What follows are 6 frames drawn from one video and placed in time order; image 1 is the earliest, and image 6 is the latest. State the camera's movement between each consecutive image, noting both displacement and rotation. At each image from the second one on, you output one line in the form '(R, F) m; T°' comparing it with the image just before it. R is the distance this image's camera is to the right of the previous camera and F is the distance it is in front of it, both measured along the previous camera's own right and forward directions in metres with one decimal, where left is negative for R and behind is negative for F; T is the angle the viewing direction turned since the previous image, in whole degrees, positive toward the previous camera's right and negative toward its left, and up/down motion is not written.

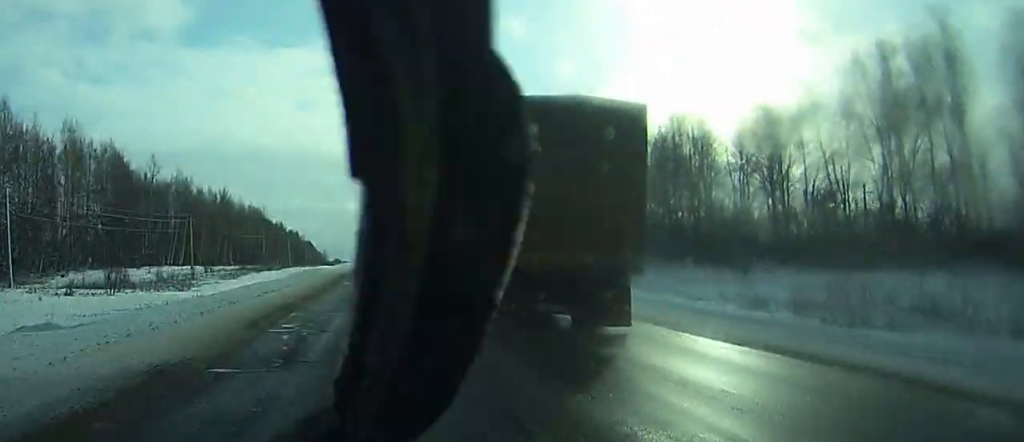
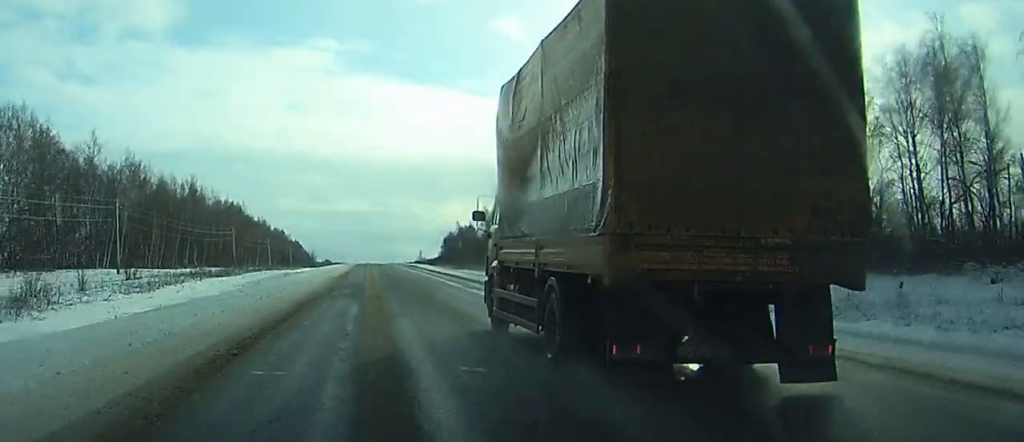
(0.0, +39.9) m; 0°
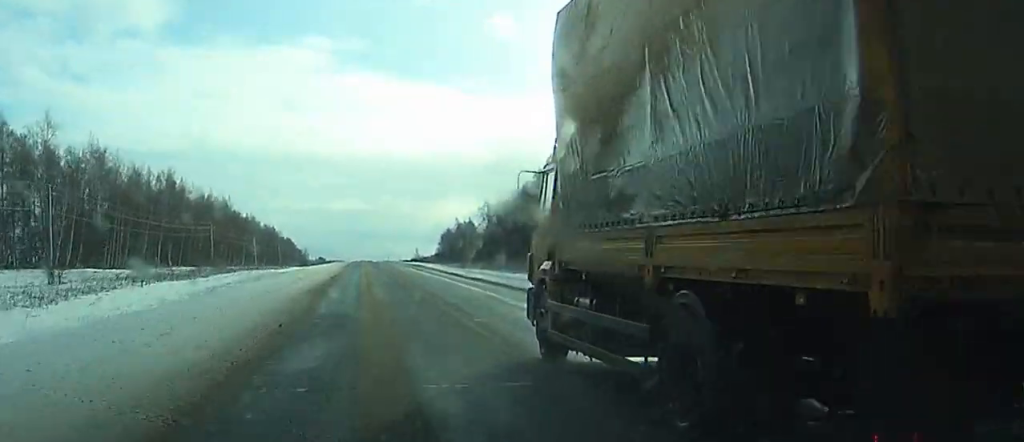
(+0.1, +21.8) m; 0°
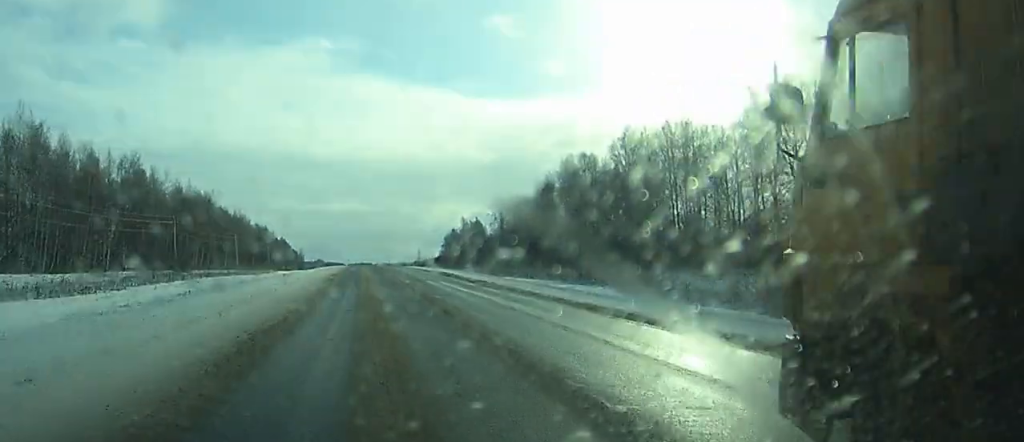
(+0.1, +33.7) m; +1°
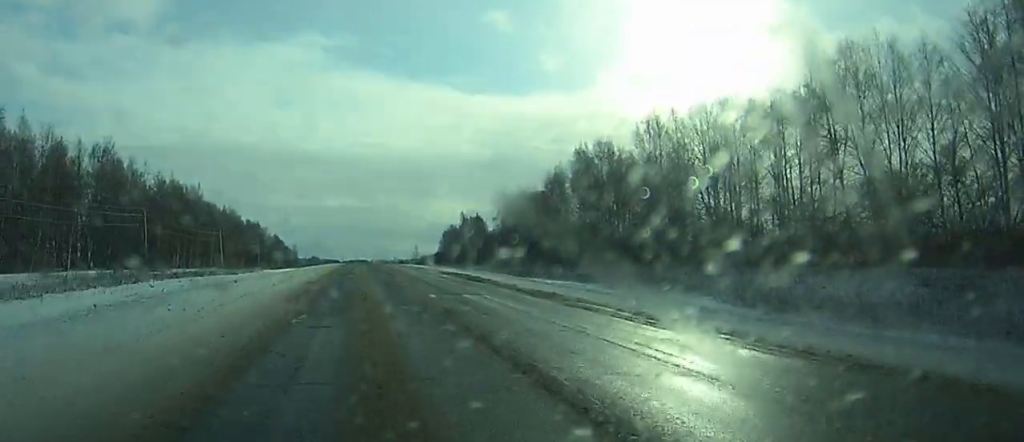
(0.0, +16.5) m; 0°
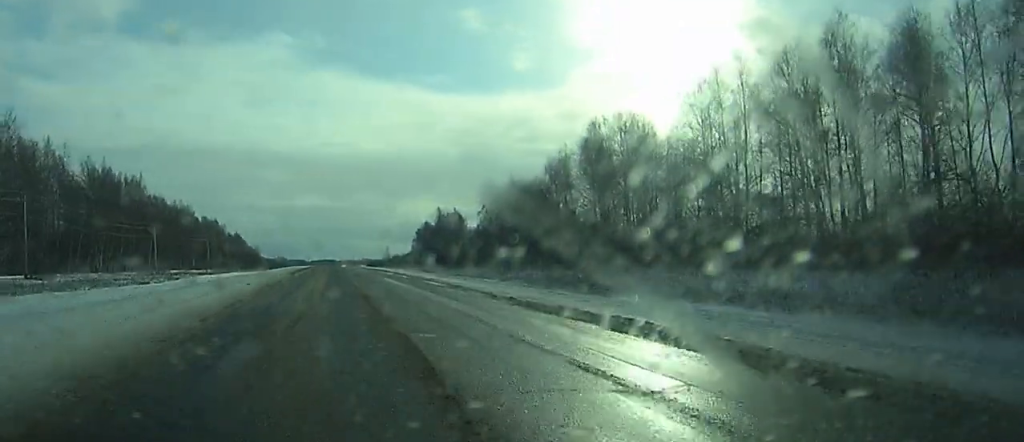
(+0.2, +36.0) m; 0°
